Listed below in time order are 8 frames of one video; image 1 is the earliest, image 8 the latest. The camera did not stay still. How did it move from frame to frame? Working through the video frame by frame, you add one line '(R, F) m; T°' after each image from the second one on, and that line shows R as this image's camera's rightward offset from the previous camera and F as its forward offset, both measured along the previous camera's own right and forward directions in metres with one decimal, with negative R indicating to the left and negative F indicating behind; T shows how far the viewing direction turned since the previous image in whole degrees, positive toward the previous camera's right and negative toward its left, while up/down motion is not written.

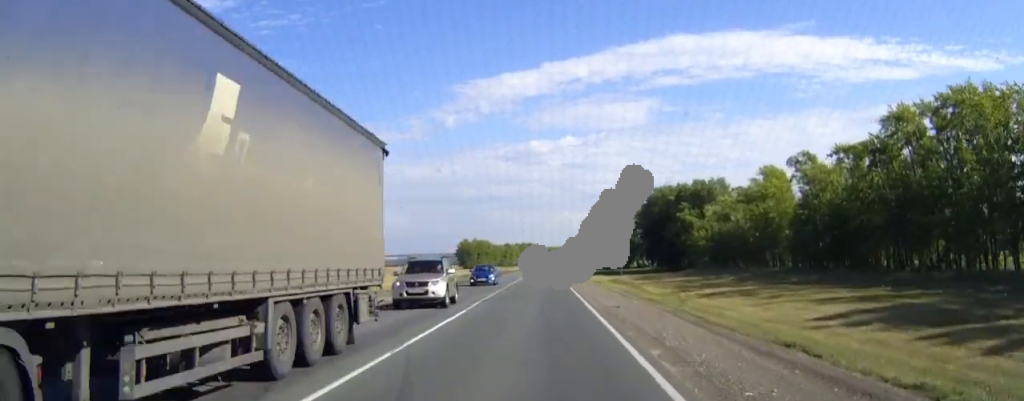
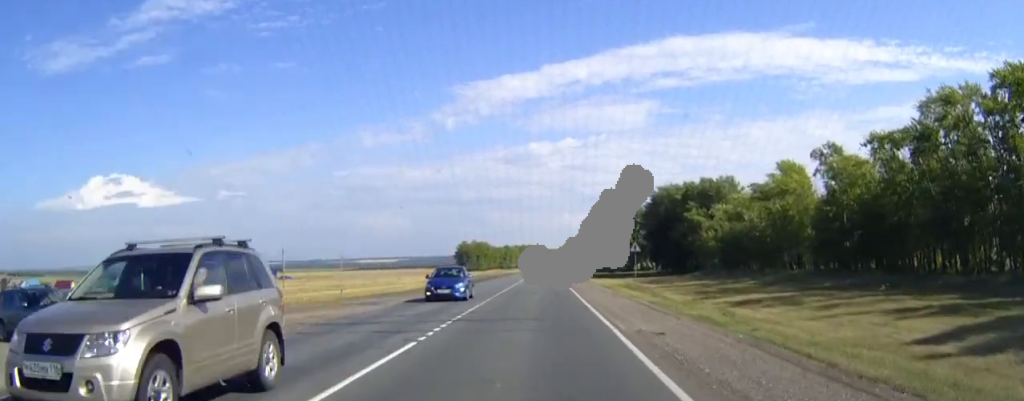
(0.0, +8.8) m; 0°
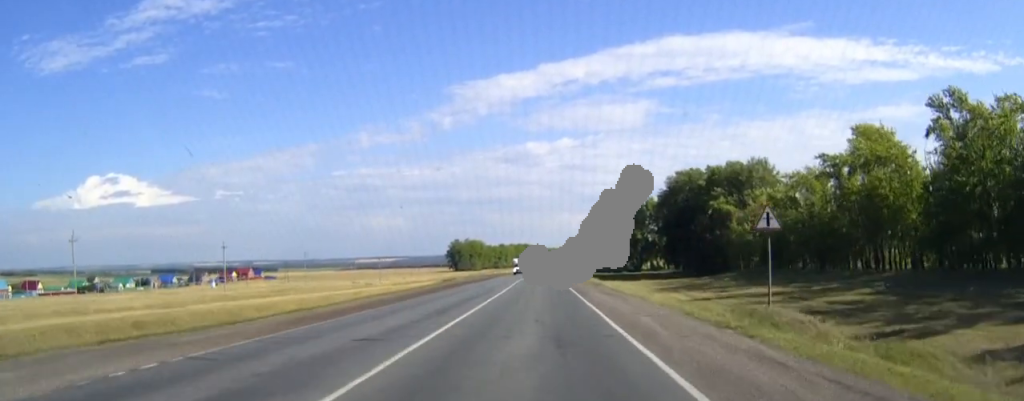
(0.0, +29.4) m; 0°
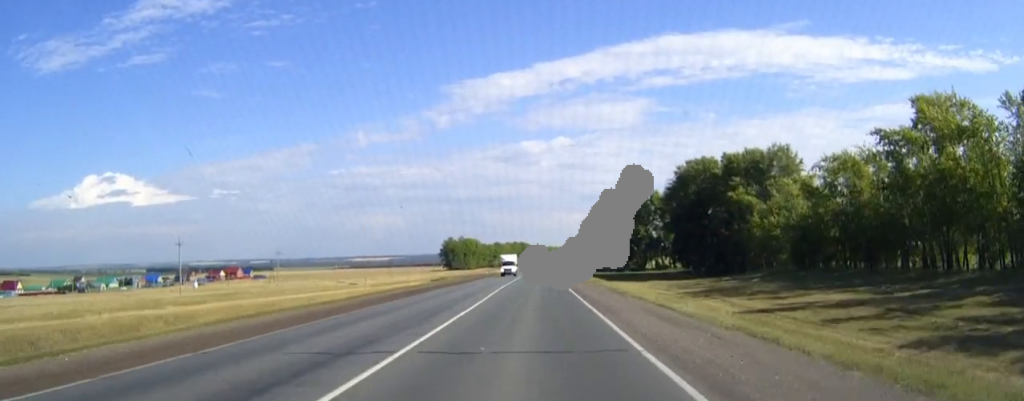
(0.0, +16.1) m; 0°
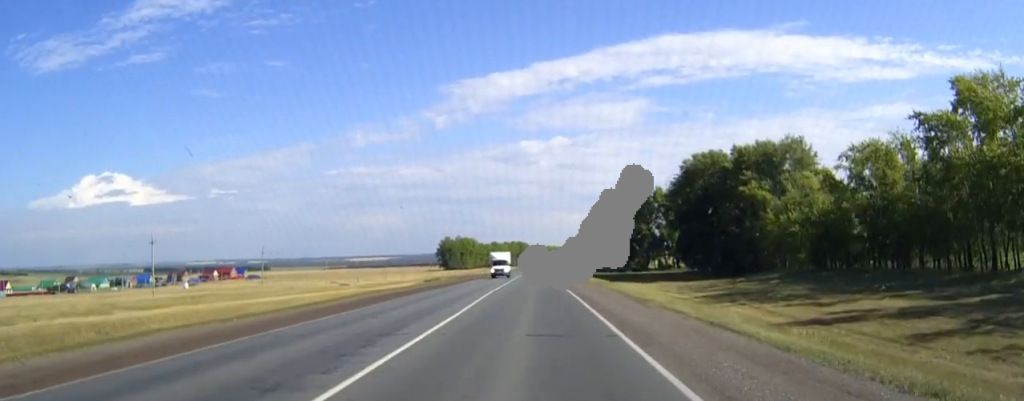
(0.0, +8.5) m; 0°
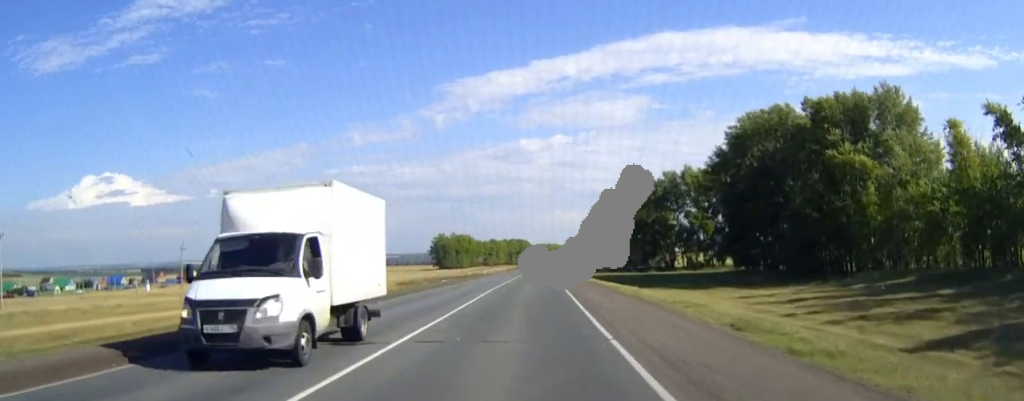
(+0.1, +37.2) m; 0°
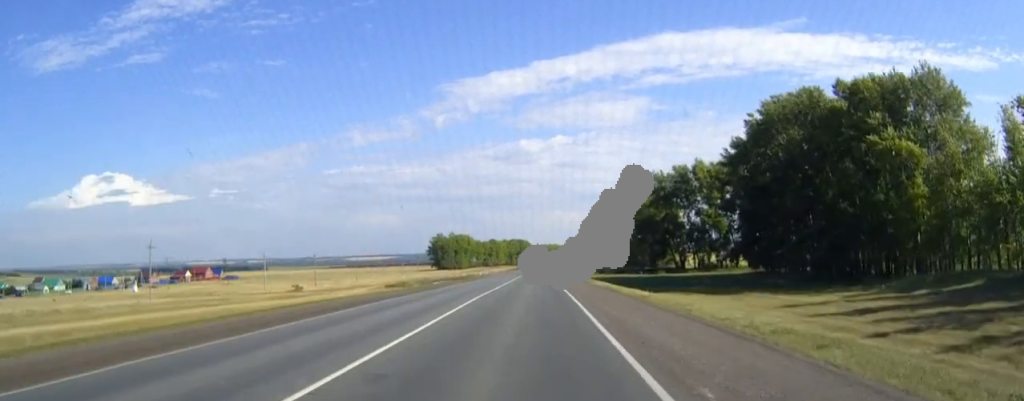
(0.0, +10.9) m; 0°
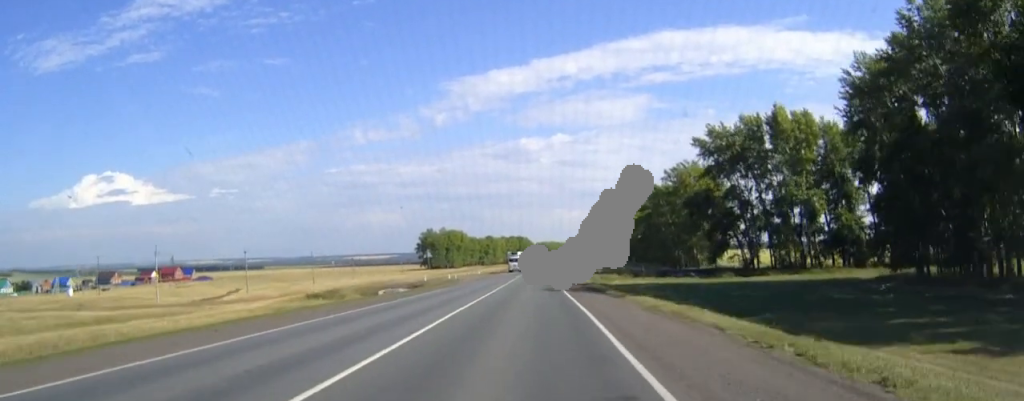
(-0.1, +48.7) m; 0°
